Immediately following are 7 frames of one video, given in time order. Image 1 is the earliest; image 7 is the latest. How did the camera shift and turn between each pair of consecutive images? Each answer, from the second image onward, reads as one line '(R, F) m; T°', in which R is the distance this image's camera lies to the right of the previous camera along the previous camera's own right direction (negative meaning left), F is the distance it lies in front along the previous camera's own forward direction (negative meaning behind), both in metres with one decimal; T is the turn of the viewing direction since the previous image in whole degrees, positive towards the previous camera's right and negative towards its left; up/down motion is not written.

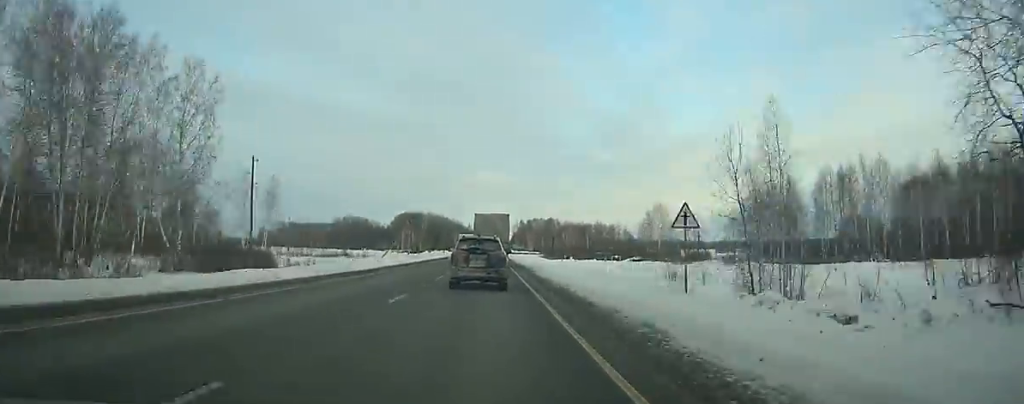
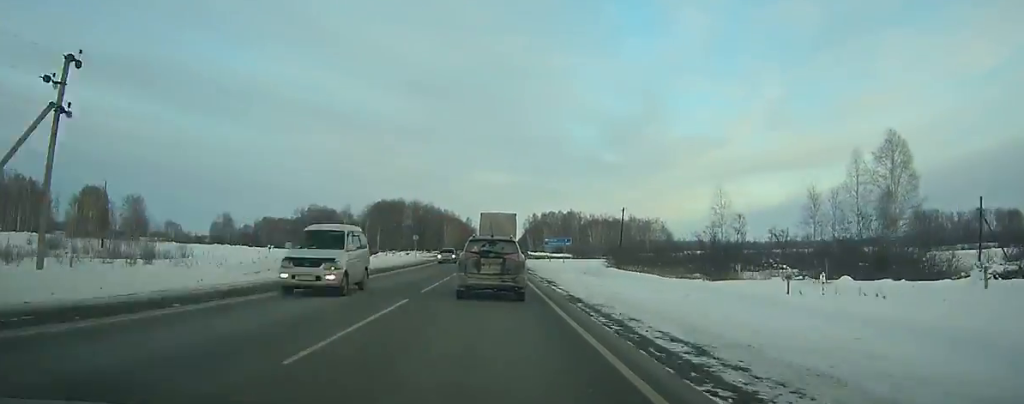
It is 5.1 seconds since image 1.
(-0.5, +99.3) m; 0°
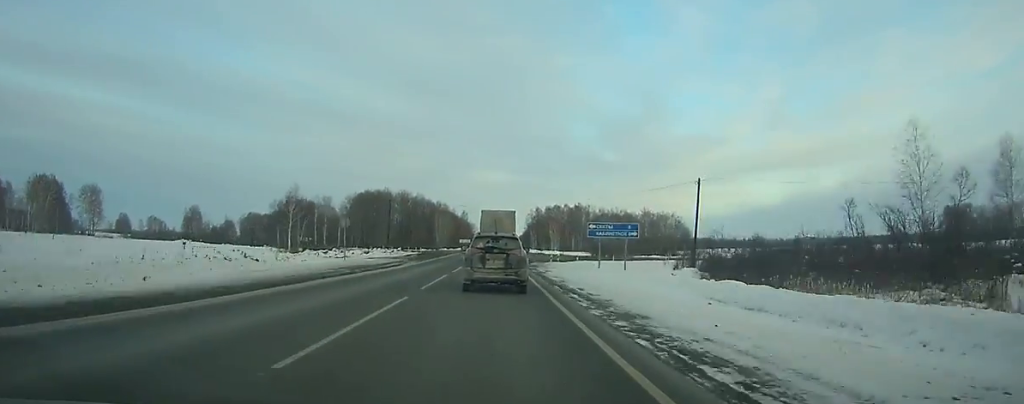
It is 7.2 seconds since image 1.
(0.0, +41.0) m; 0°
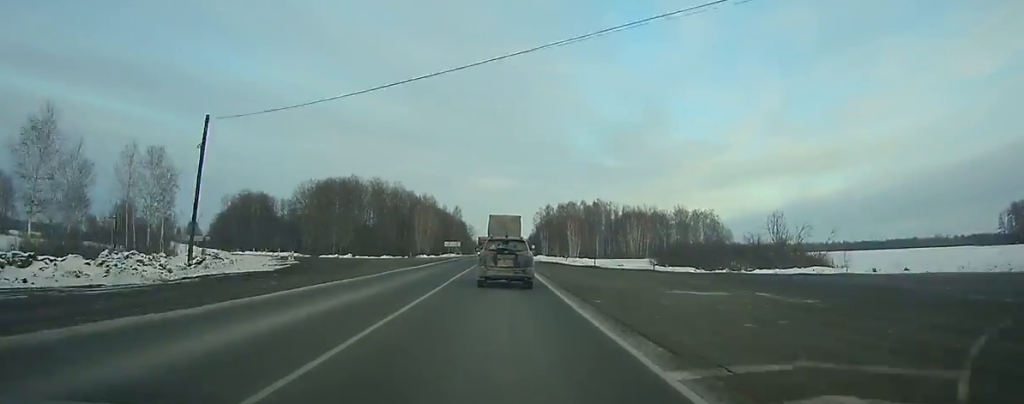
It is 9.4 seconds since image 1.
(0.0, +41.7) m; 0°
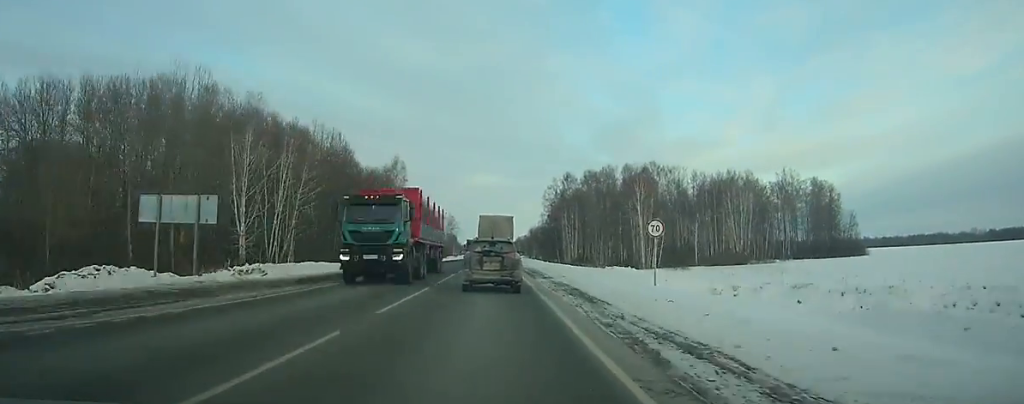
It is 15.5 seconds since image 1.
(+0.2, +113.2) m; 0°
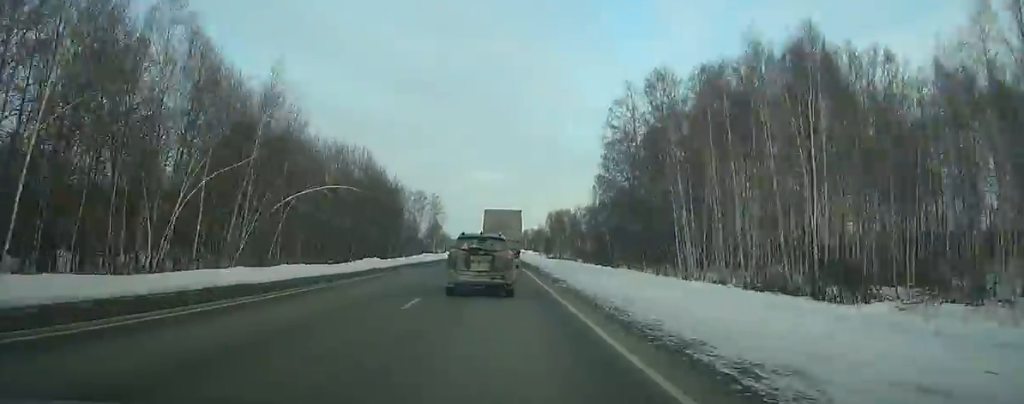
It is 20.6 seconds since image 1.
(-0.3, +93.9) m; 0°
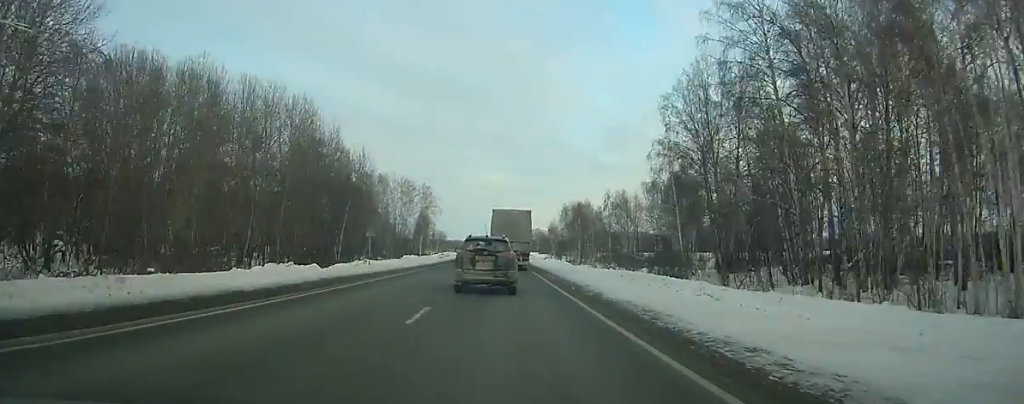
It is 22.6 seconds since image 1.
(-0.1, +36.7) m; 0°
